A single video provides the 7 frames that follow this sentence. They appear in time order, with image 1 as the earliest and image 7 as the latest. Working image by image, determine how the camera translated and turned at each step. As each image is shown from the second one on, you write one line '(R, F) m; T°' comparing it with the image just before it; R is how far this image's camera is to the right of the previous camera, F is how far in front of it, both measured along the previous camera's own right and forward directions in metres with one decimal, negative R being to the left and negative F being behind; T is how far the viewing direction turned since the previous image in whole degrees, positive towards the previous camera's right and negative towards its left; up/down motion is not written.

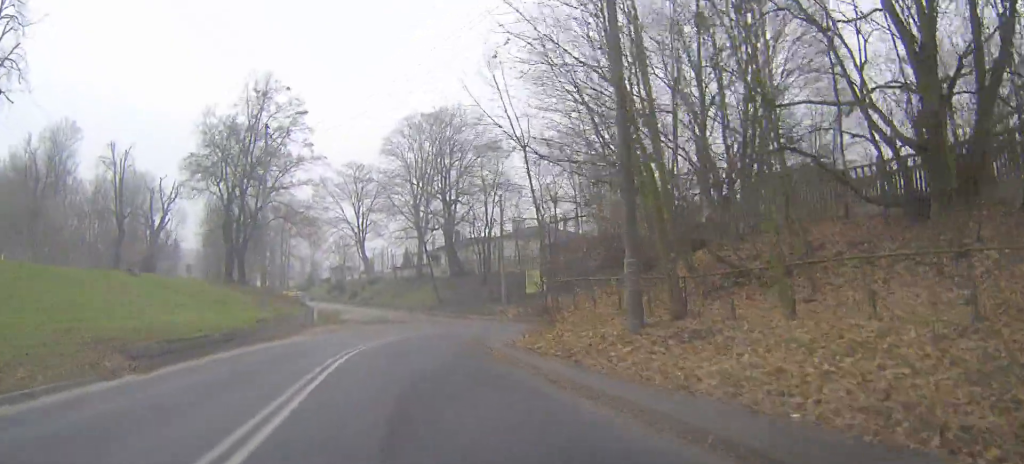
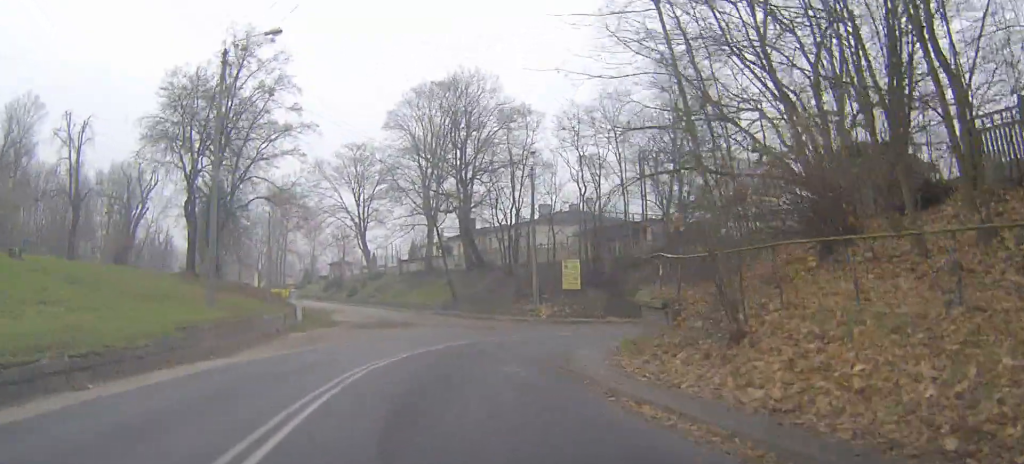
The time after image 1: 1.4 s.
(-1.2, +11.6) m; -4°
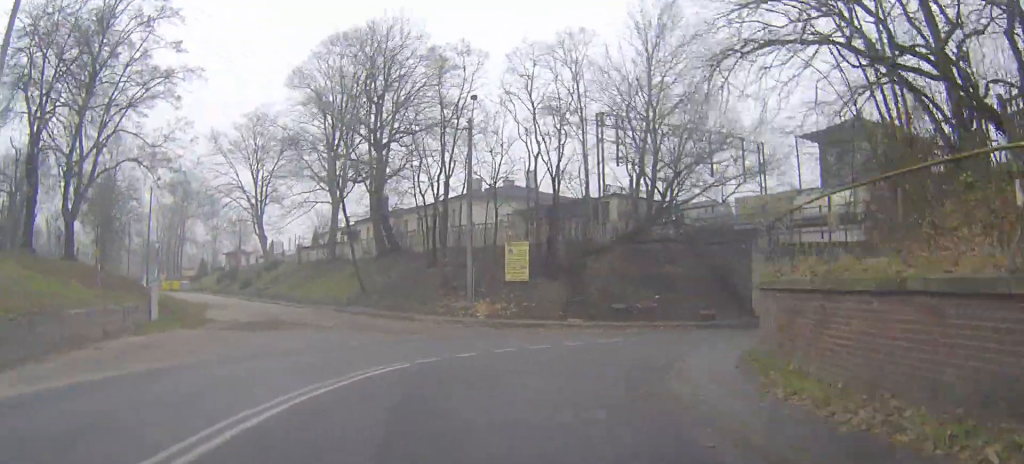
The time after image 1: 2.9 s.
(+1.2, +12.1) m; +11°
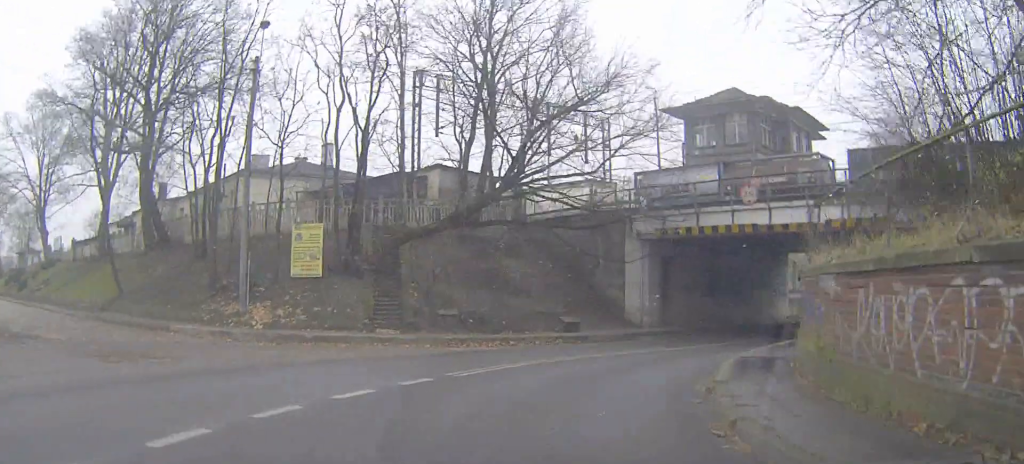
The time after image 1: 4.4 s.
(+1.4, +11.0) m; +18°
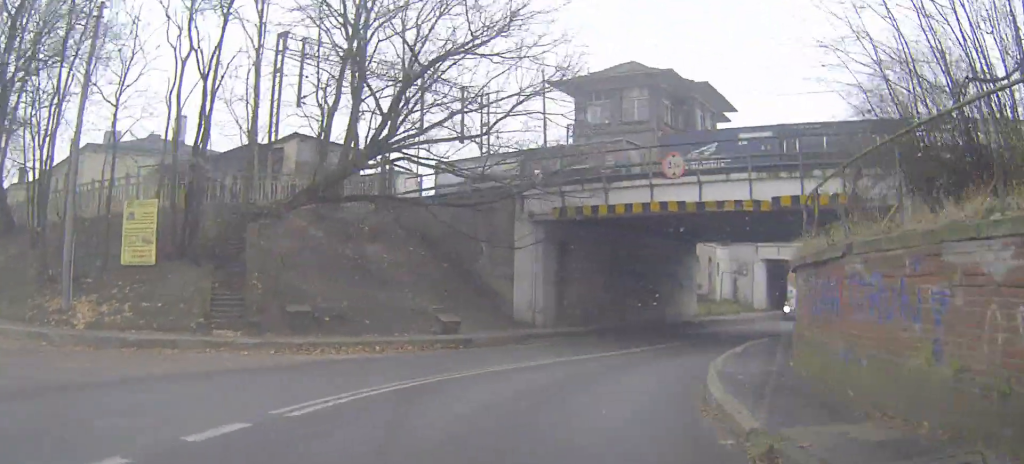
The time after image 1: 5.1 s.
(+0.6, +5.3) m; +10°
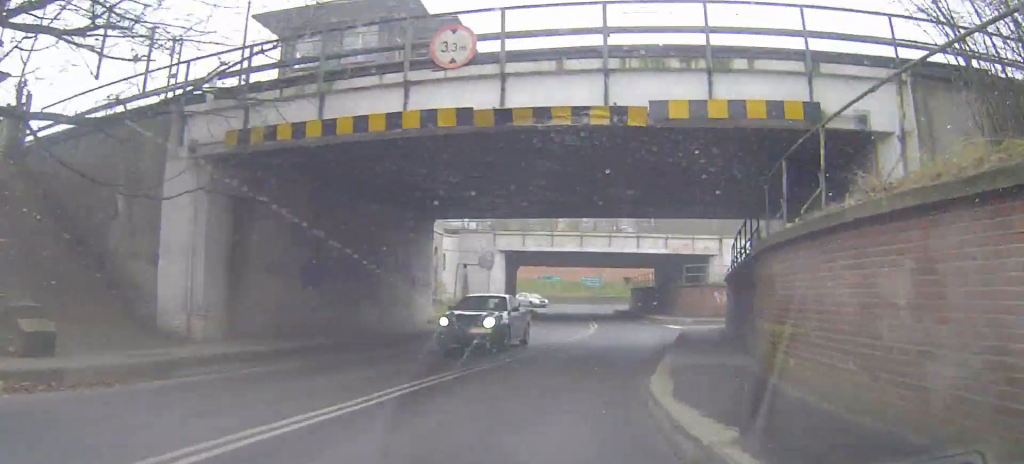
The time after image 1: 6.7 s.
(+1.6, +10.6) m; +18°
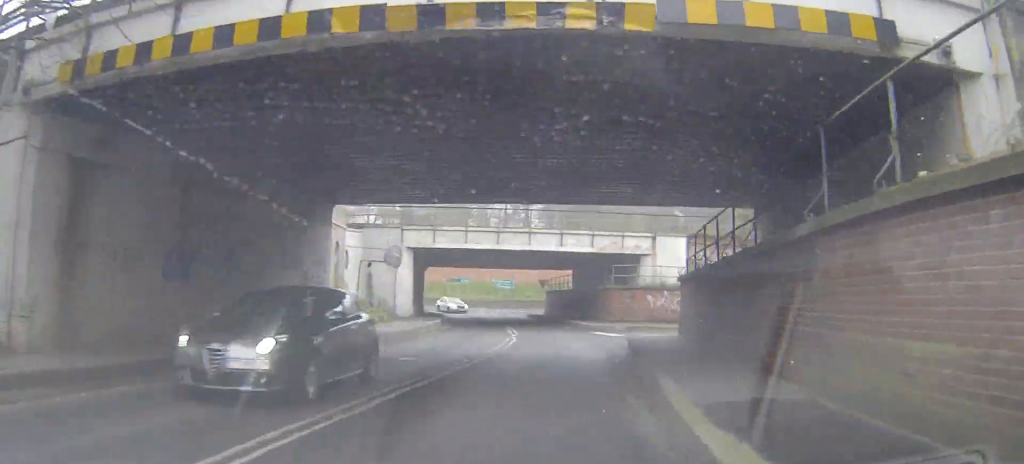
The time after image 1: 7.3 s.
(+0.3, +4.1) m; +5°
